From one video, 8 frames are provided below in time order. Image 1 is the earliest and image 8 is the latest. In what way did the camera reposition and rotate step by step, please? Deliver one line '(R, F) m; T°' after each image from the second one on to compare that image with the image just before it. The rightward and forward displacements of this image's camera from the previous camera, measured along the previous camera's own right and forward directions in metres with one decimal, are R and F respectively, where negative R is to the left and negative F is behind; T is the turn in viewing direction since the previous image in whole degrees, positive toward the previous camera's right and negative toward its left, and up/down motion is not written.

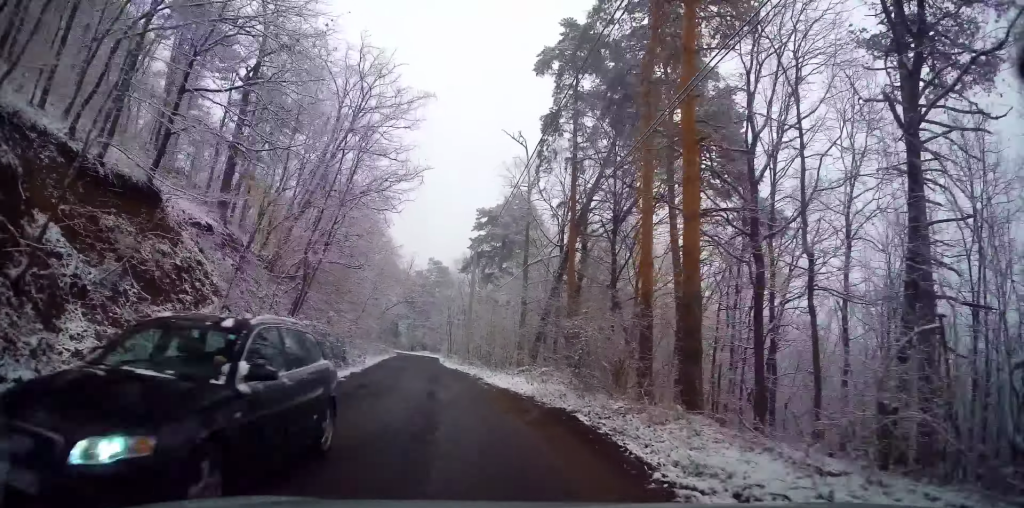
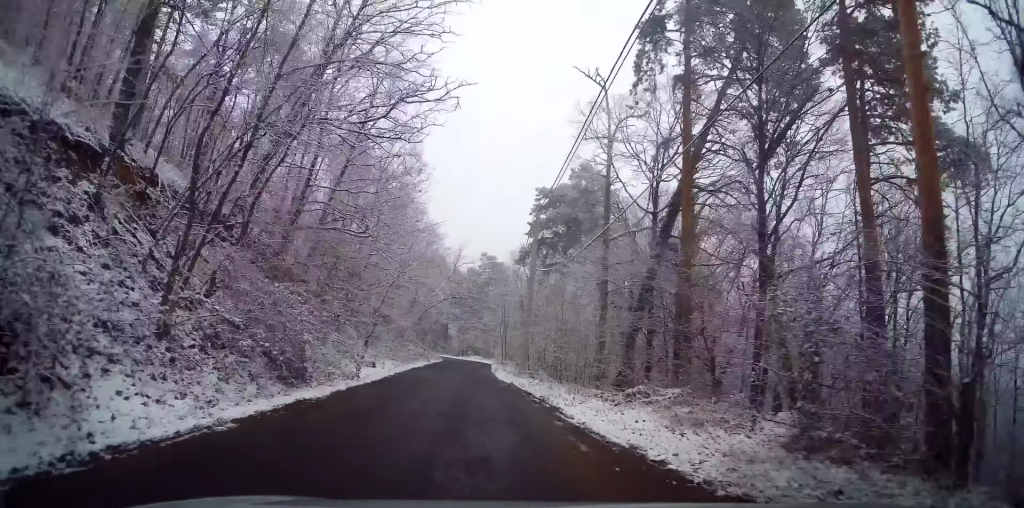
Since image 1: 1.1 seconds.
(-0.2, +10.1) m; -1°
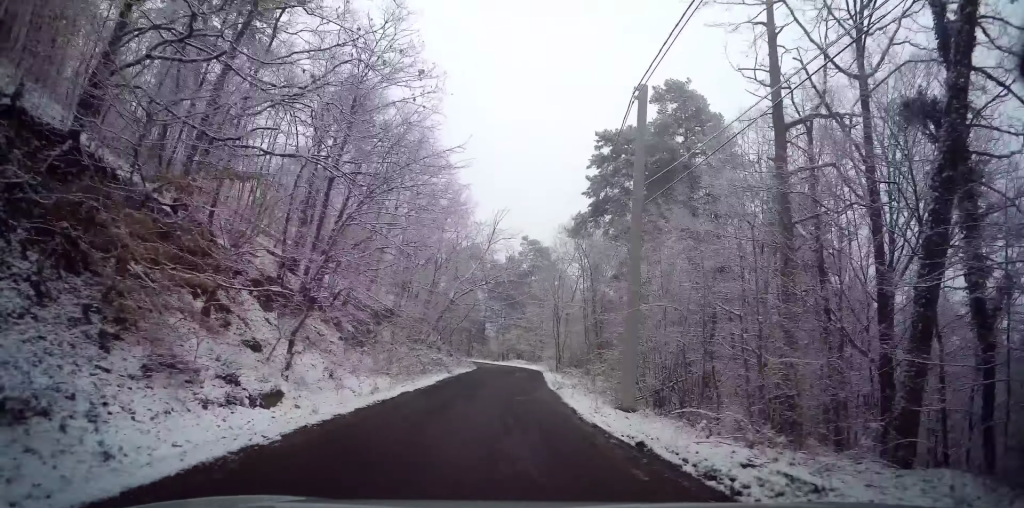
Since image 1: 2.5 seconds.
(-0.6, +14.2) m; -9°
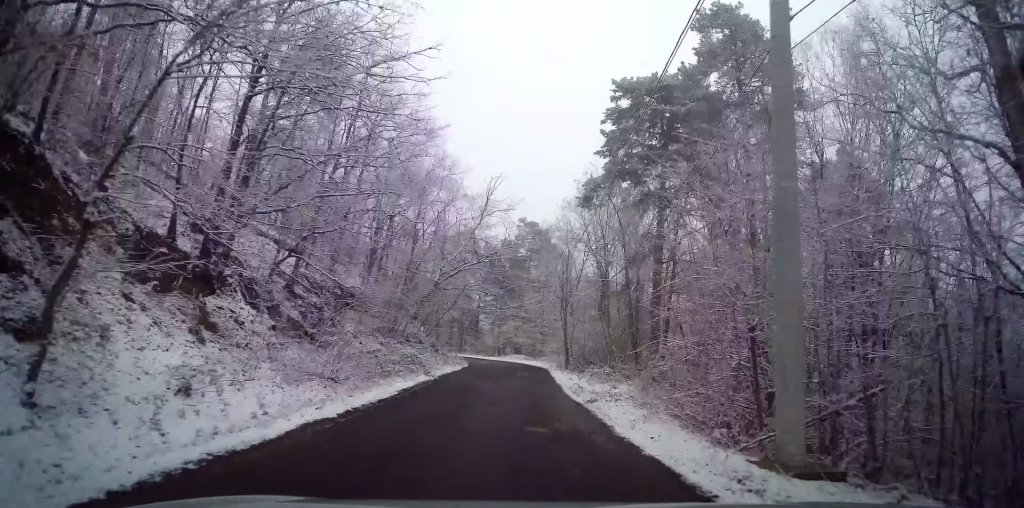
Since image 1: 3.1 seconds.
(-0.4, +7.1) m; -3°
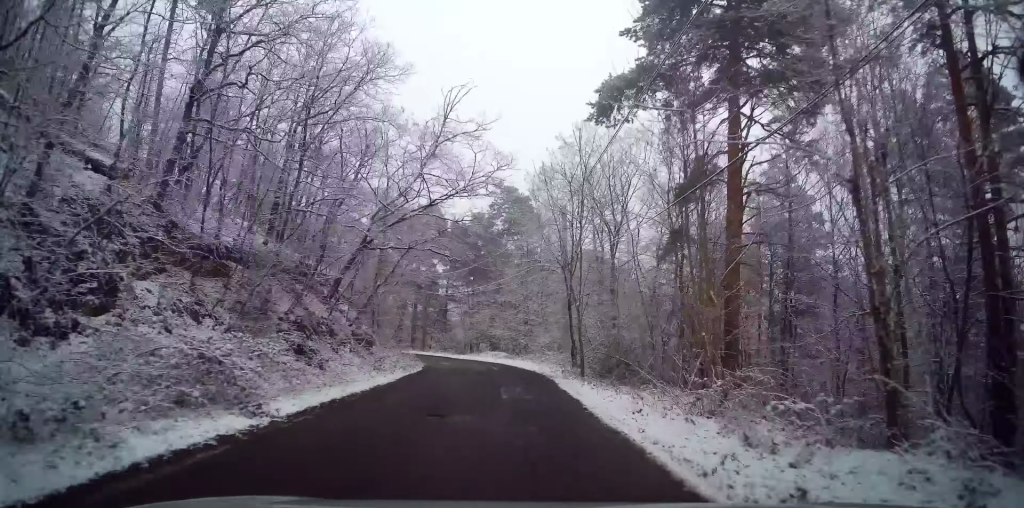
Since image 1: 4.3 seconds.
(0.0, +12.5) m; +2°
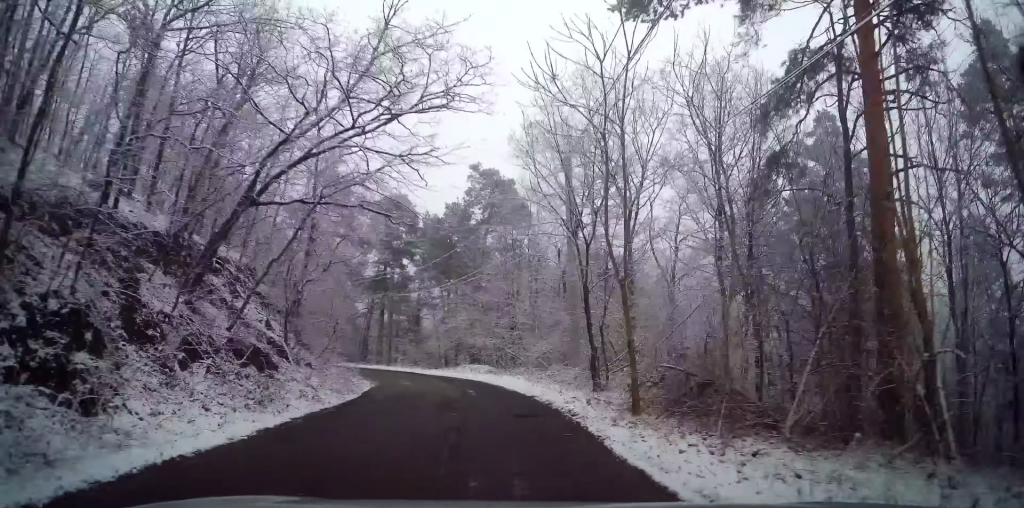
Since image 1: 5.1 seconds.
(+0.2, +8.7) m; +1°
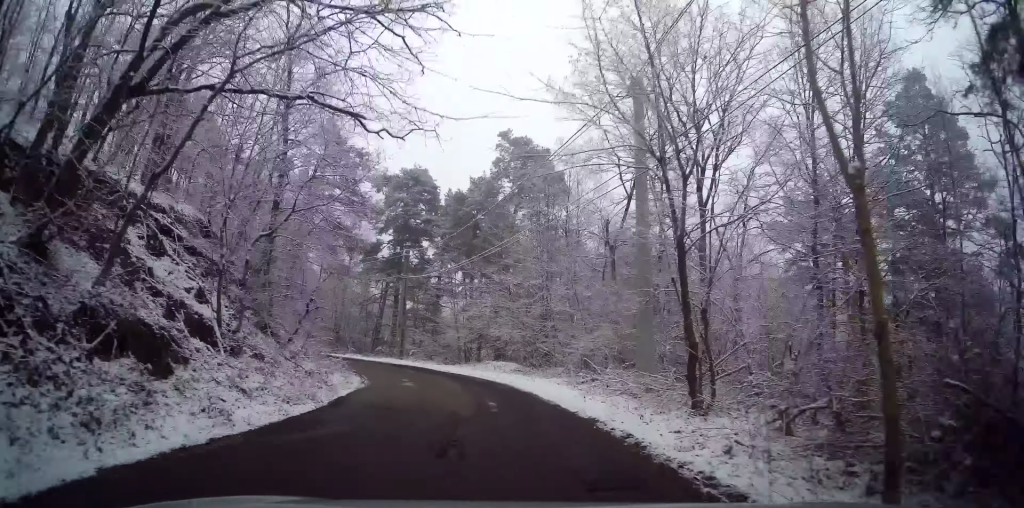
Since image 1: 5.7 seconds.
(0.0, +6.1) m; 0°
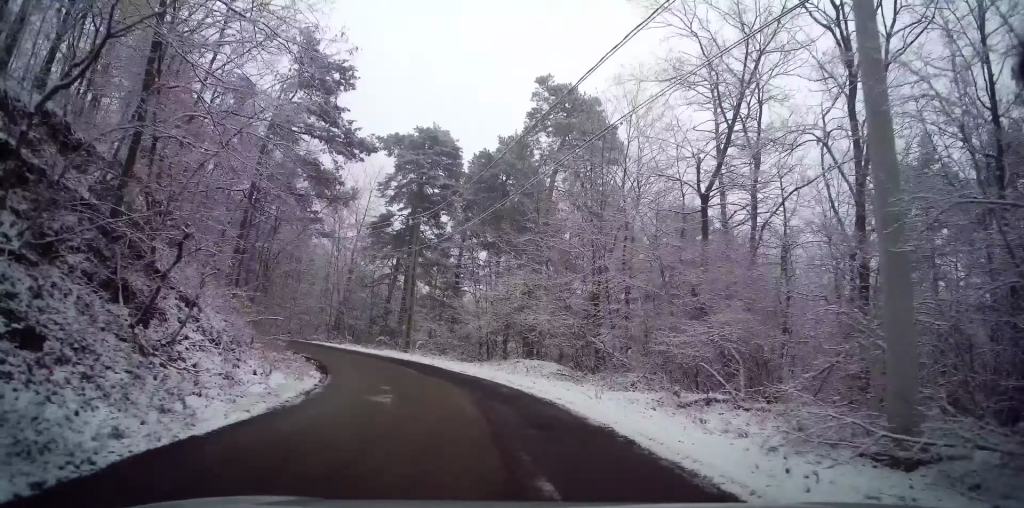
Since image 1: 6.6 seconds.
(0.0, +8.2) m; -1°
